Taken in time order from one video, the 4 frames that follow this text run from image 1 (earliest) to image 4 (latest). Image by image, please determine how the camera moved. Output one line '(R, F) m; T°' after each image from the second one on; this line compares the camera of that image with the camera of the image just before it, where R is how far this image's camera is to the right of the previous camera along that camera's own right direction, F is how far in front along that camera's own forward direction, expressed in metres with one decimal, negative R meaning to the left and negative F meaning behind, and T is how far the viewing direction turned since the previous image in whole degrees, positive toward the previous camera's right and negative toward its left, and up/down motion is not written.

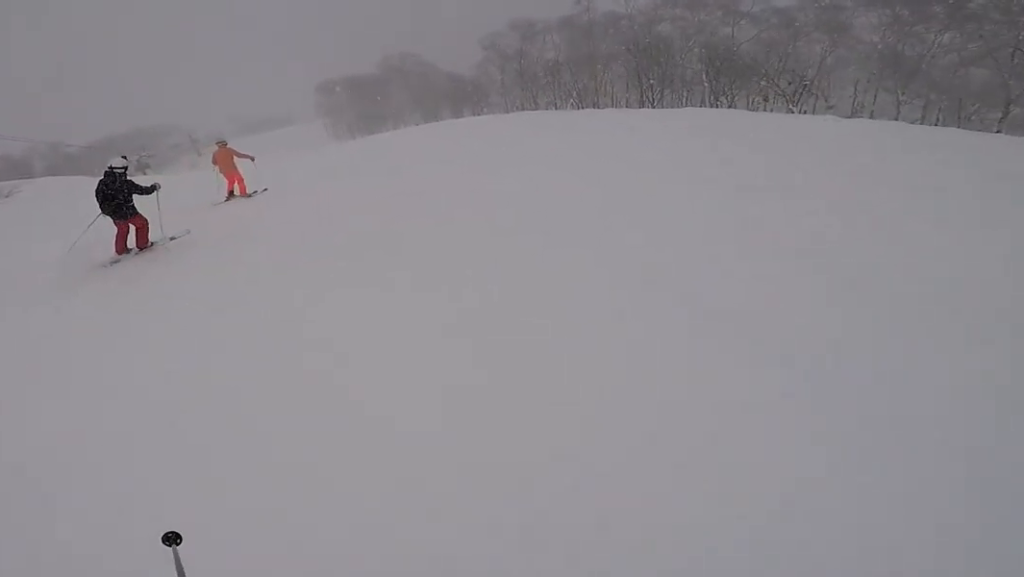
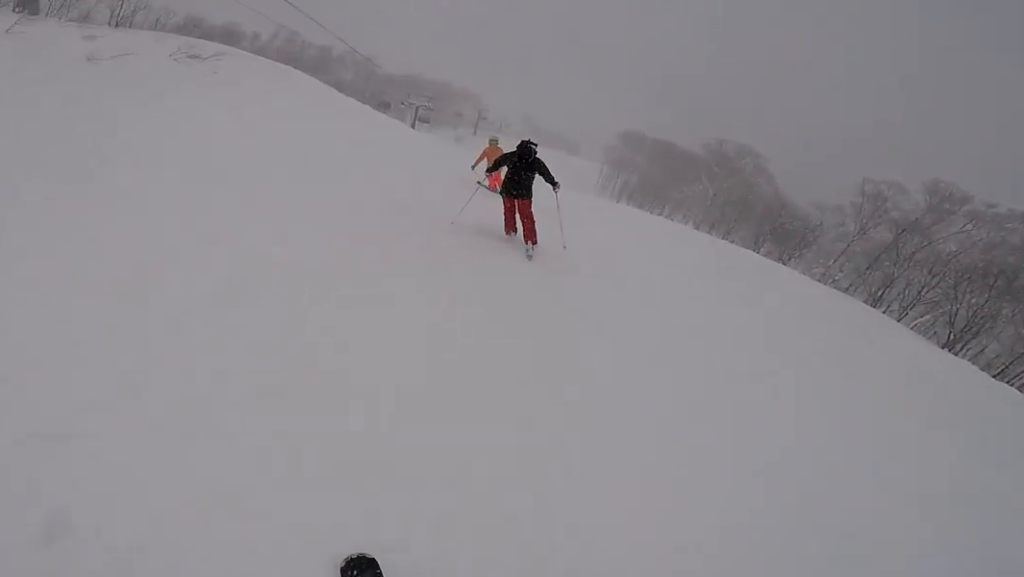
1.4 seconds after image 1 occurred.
(+0.2, +7.4) m; +8°
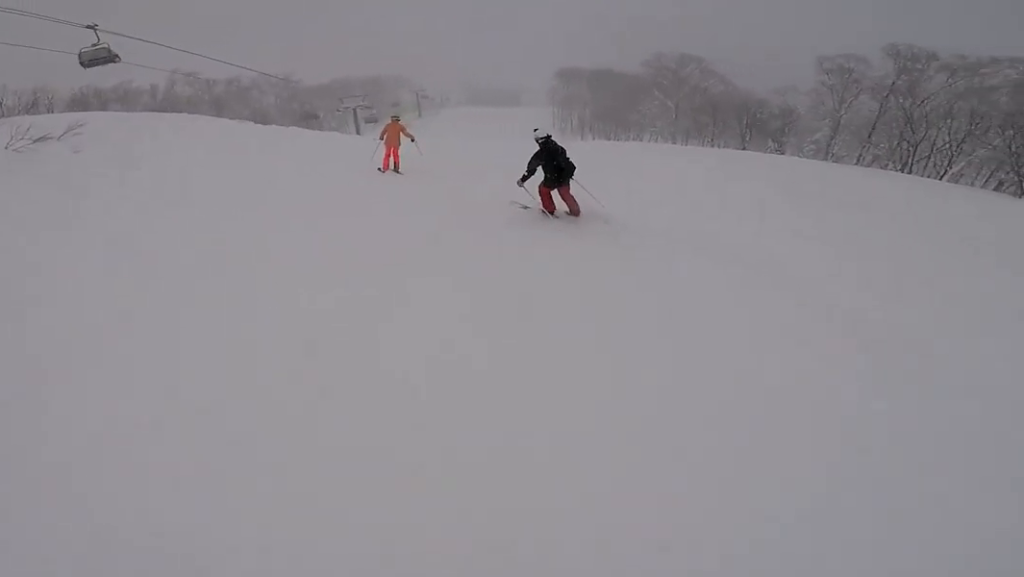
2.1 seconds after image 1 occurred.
(+0.6, +3.8) m; 0°
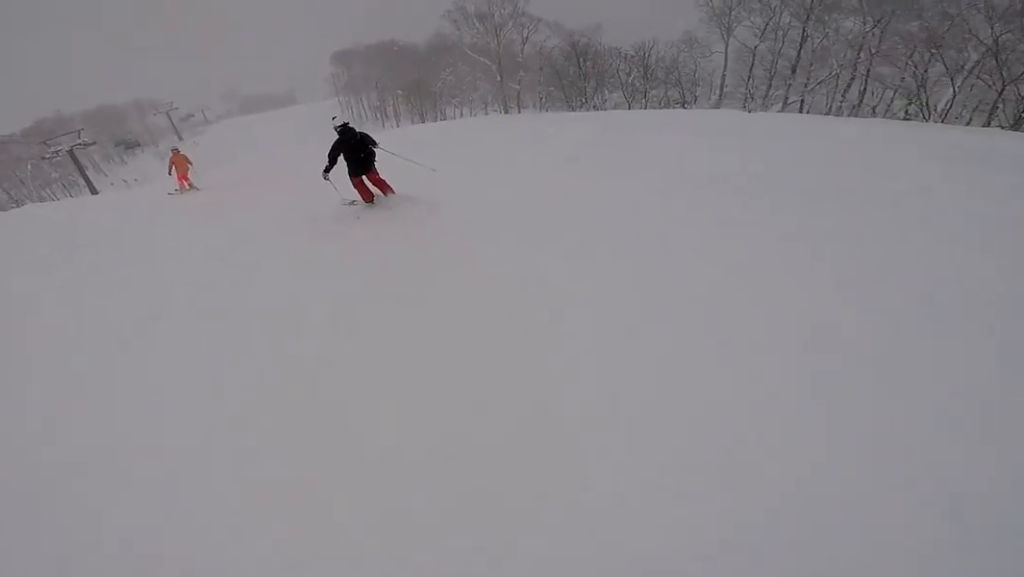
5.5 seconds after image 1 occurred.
(-2.4, +16.9) m; -1°
